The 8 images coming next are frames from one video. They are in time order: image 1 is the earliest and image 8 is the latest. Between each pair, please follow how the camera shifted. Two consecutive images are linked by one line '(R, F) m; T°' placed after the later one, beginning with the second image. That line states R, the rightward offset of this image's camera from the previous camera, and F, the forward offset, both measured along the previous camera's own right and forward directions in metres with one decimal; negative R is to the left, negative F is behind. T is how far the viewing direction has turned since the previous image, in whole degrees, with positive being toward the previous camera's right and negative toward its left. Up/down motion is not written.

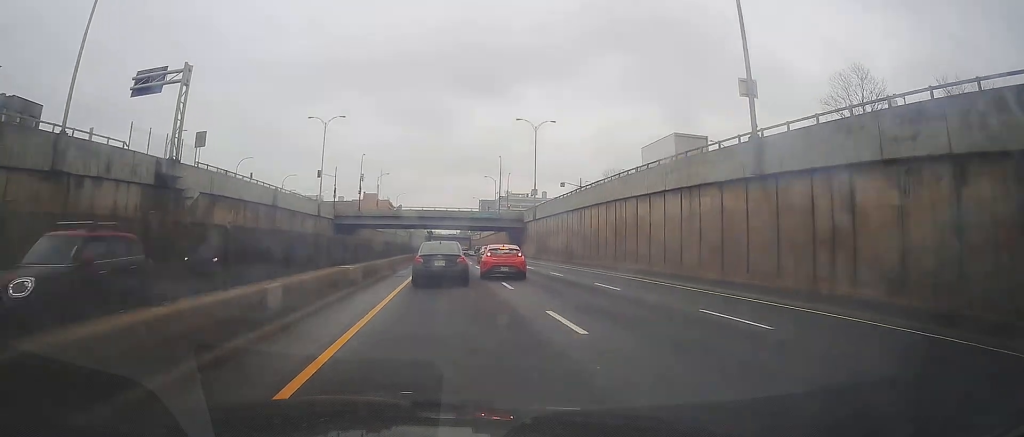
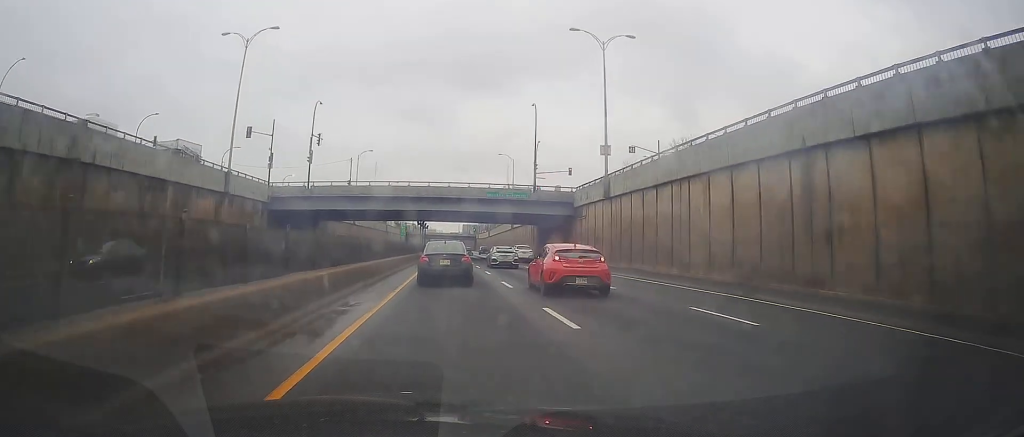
(-0.4, +34.8) m; -1°
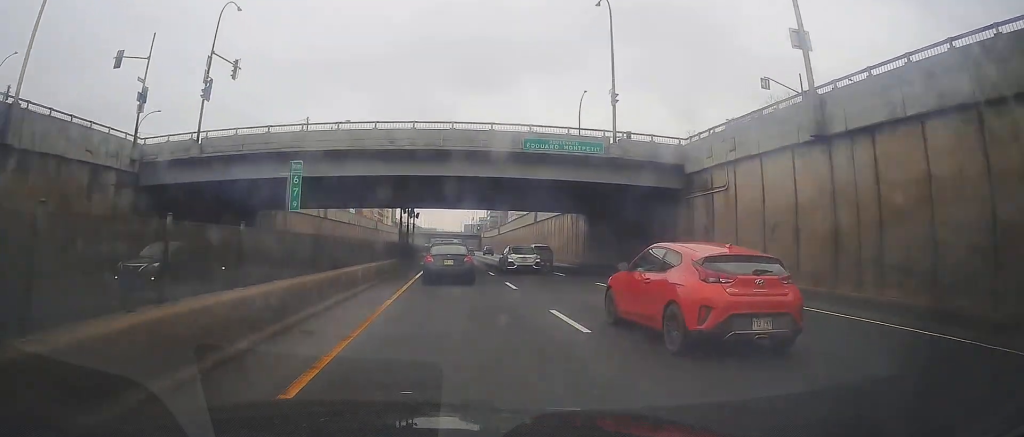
(0.0, +26.1) m; 0°
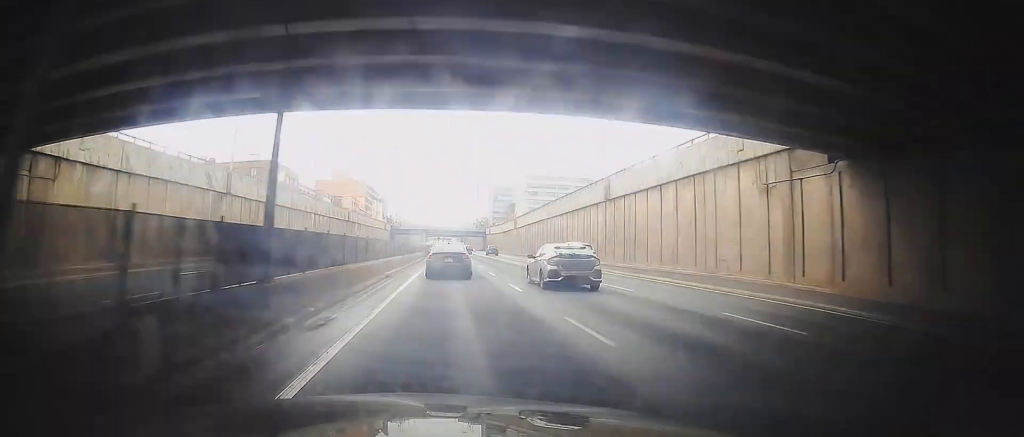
(+0.1, +36.7) m; +1°
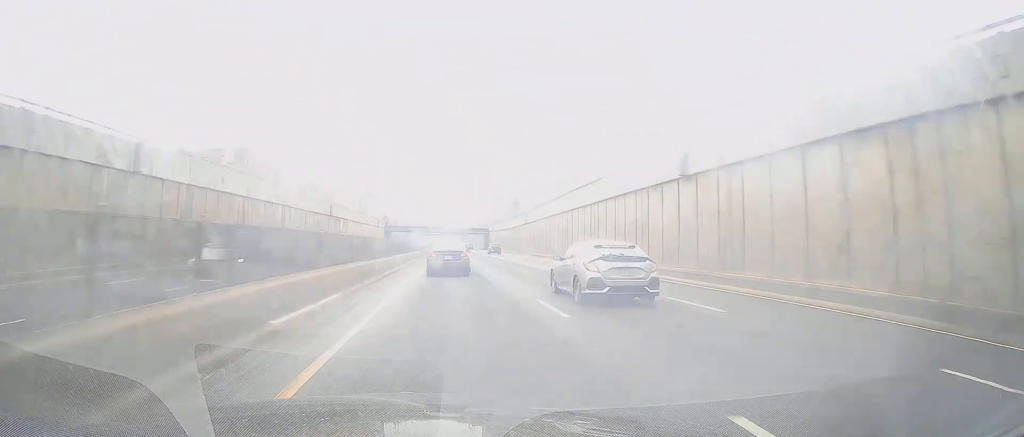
(0.0, +16.2) m; 0°
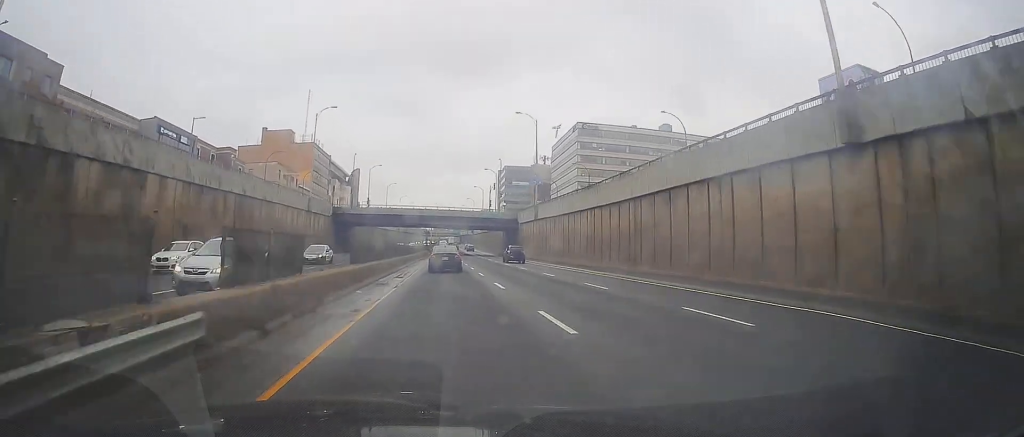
(-0.2, +75.7) m; 0°
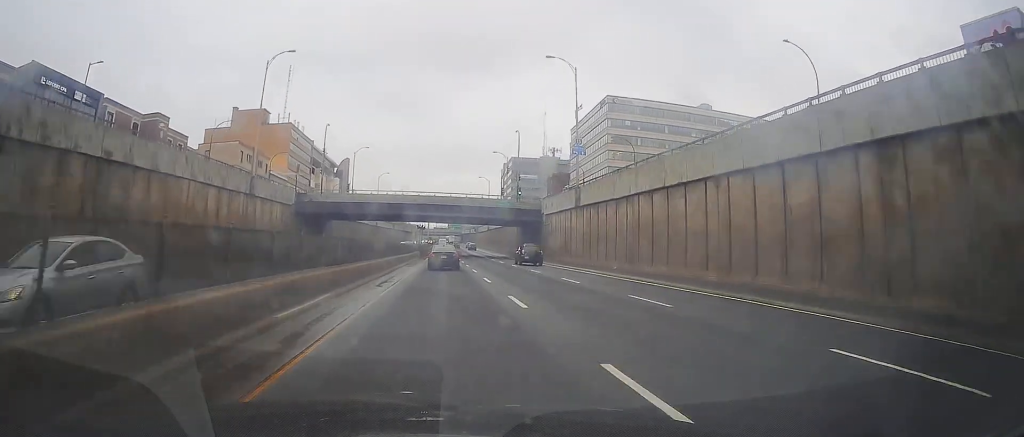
(+0.1, +24.6) m; 0°
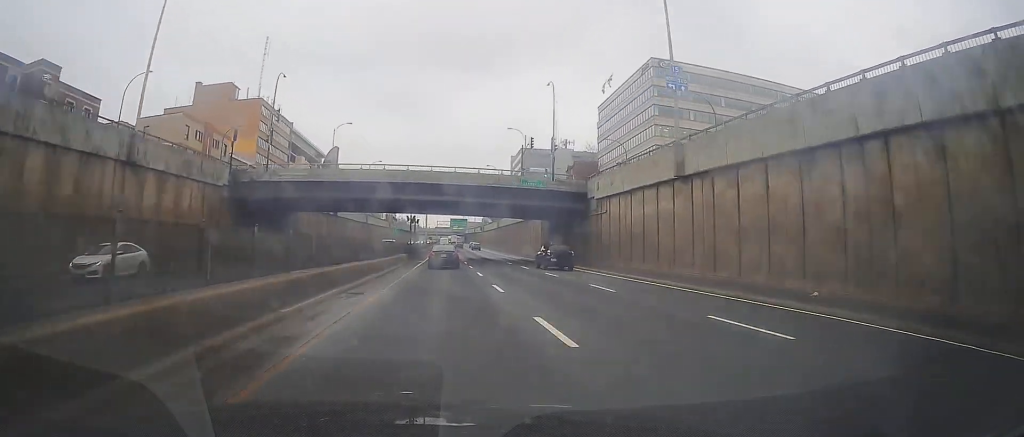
(-0.2, +22.9) m; 0°
